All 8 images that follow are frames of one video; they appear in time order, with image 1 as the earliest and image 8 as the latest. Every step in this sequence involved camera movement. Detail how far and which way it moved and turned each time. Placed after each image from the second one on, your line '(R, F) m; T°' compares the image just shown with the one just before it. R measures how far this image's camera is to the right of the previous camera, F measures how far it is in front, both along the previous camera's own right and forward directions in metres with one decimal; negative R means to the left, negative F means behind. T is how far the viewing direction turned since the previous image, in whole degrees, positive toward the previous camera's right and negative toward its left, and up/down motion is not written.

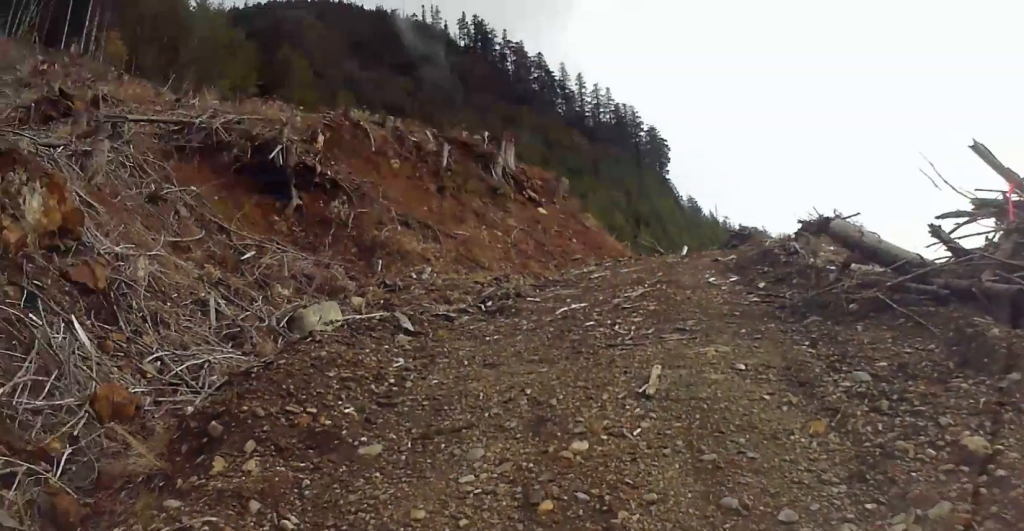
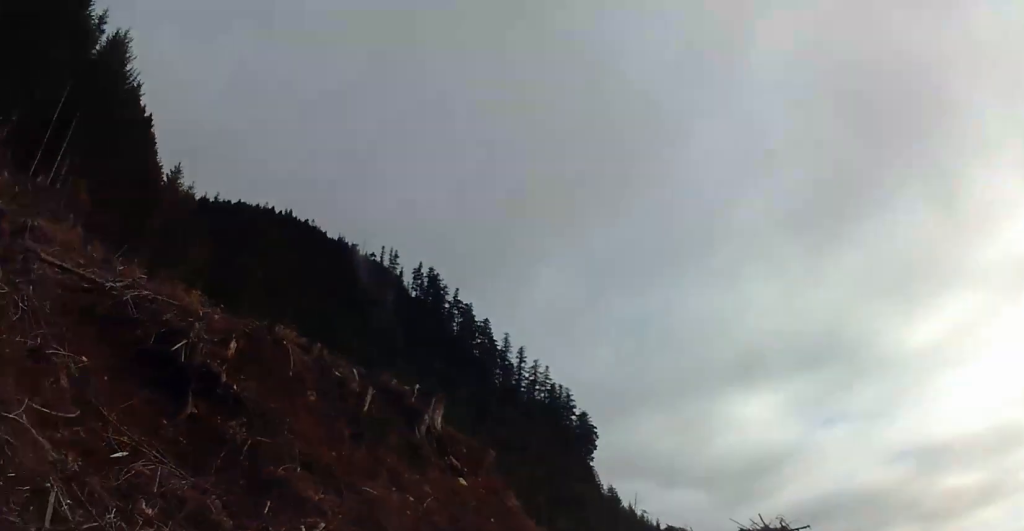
(-0.1, +3.5) m; -2°
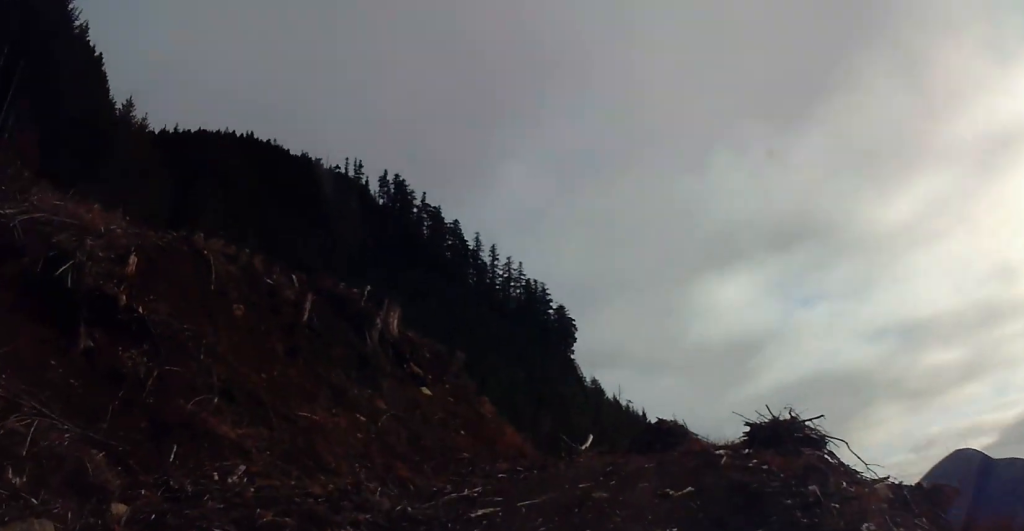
(0.0, +4.1) m; 0°
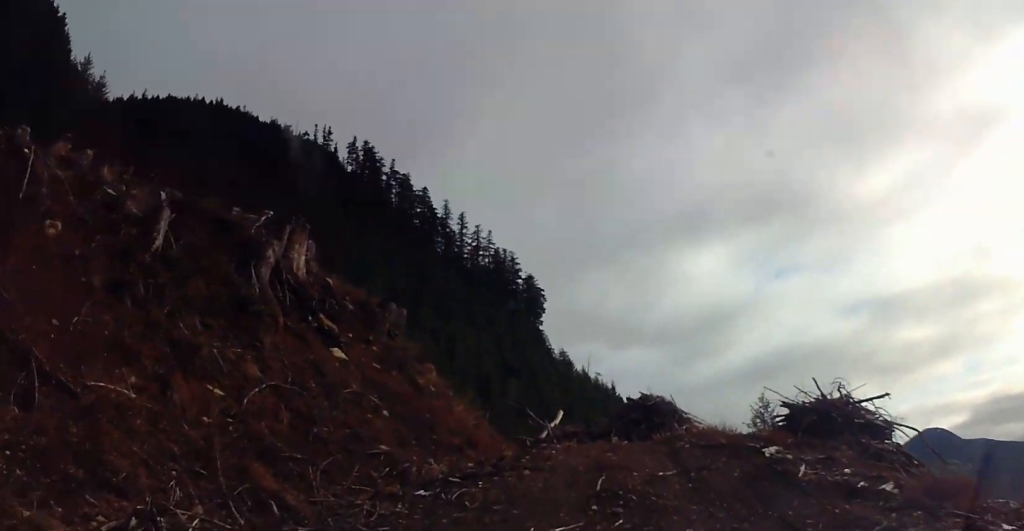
(0.0, +7.0) m; +4°
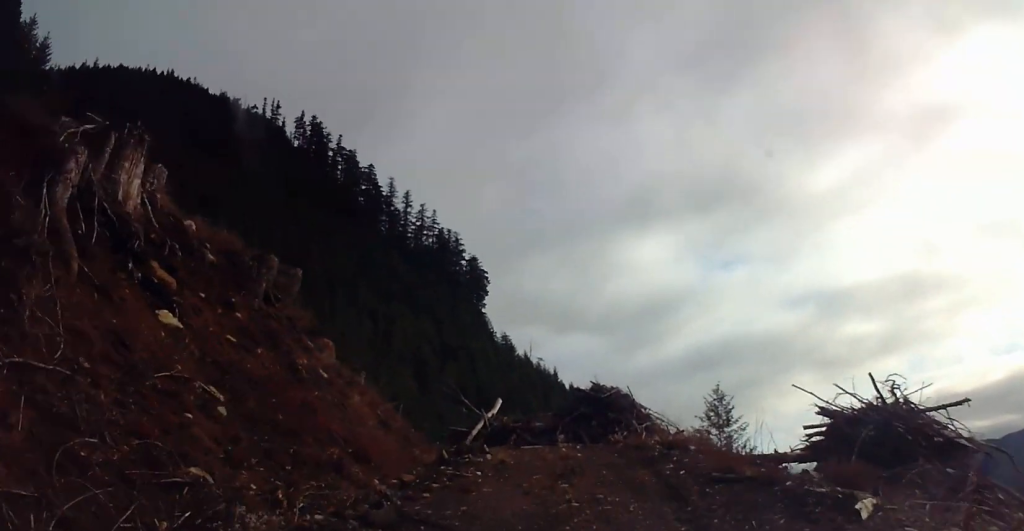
(+0.4, +6.1) m; +4°
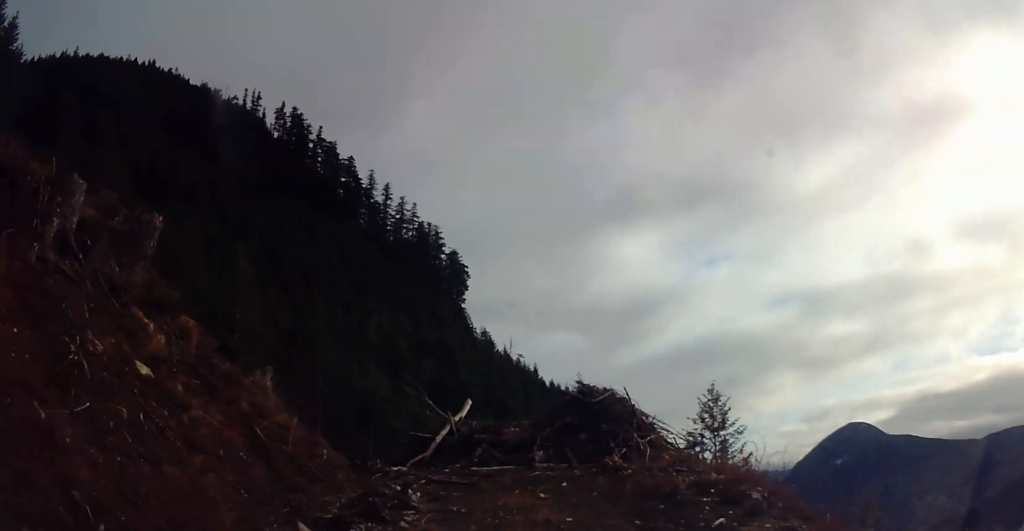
(+0.2, +7.4) m; +5°
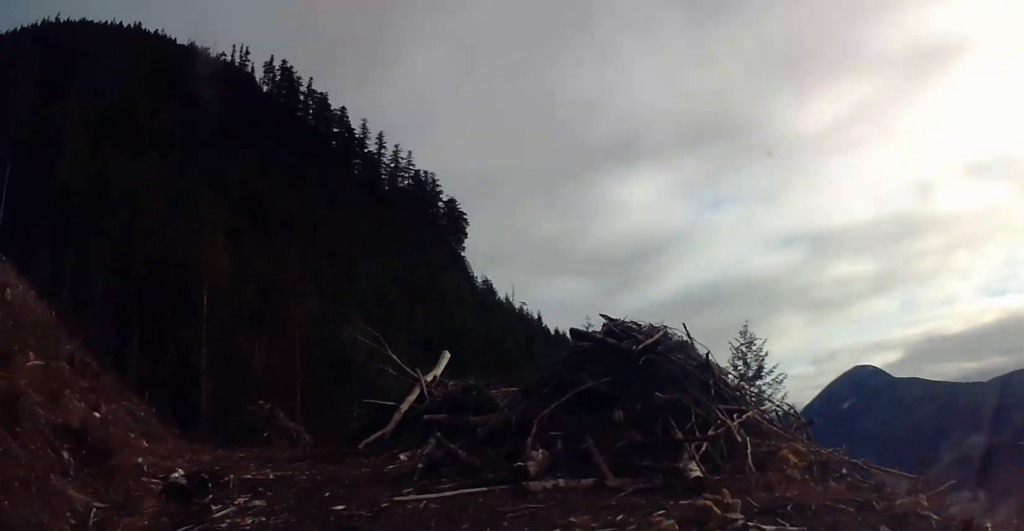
(+0.4, +10.9) m; -3°
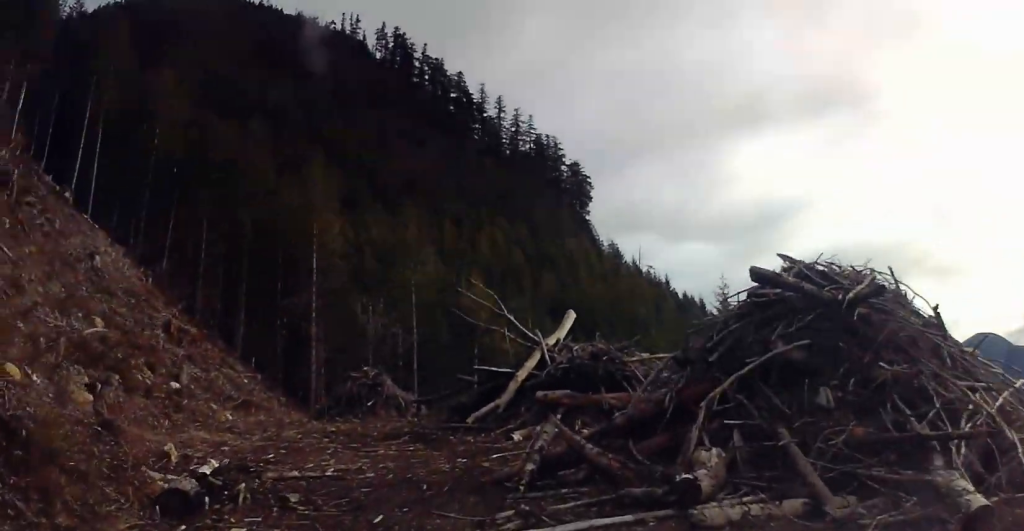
(-0.1, +3.9) m; -6°
